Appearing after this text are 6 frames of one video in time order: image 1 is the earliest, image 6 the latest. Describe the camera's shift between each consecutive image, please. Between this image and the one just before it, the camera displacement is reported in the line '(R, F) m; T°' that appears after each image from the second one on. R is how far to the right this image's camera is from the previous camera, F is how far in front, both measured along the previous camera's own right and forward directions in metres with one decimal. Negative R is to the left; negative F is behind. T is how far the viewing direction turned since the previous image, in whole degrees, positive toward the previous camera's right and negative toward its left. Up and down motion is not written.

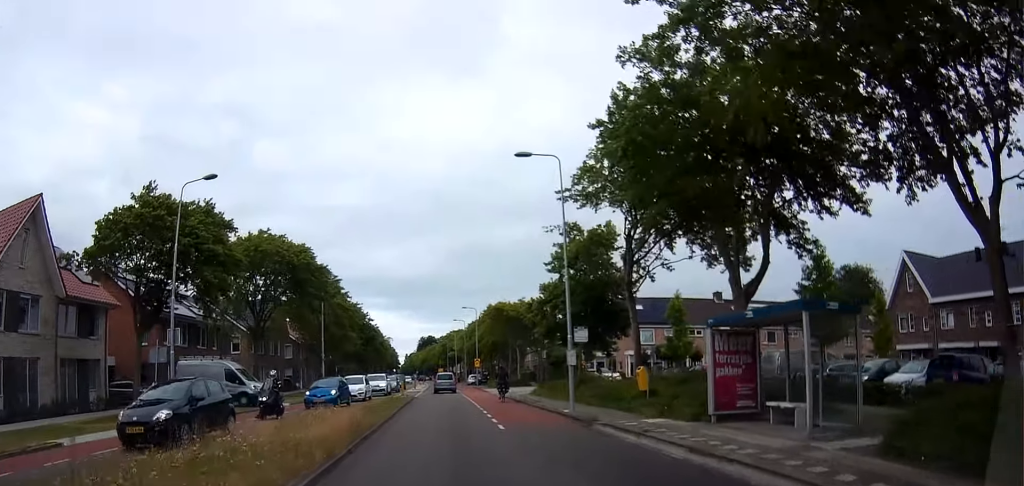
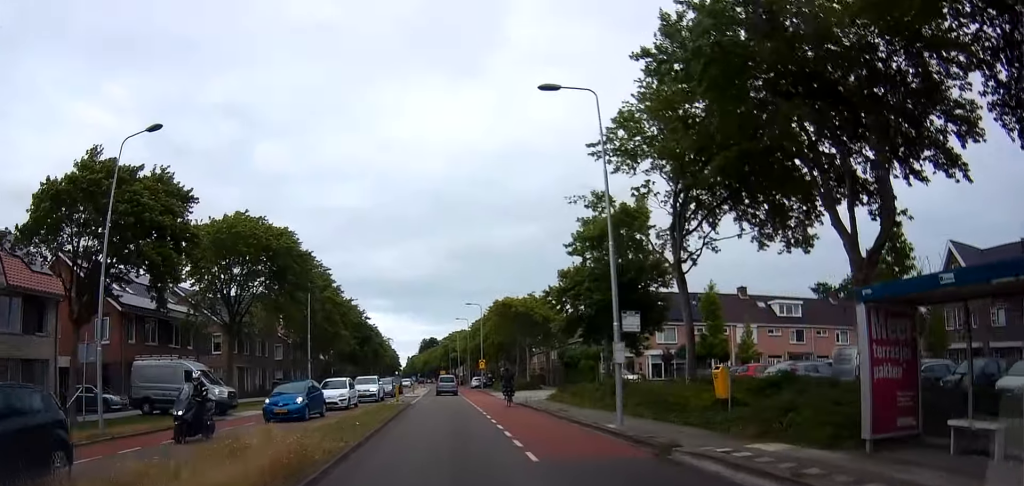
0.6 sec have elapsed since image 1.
(0.0, +5.3) m; 0°
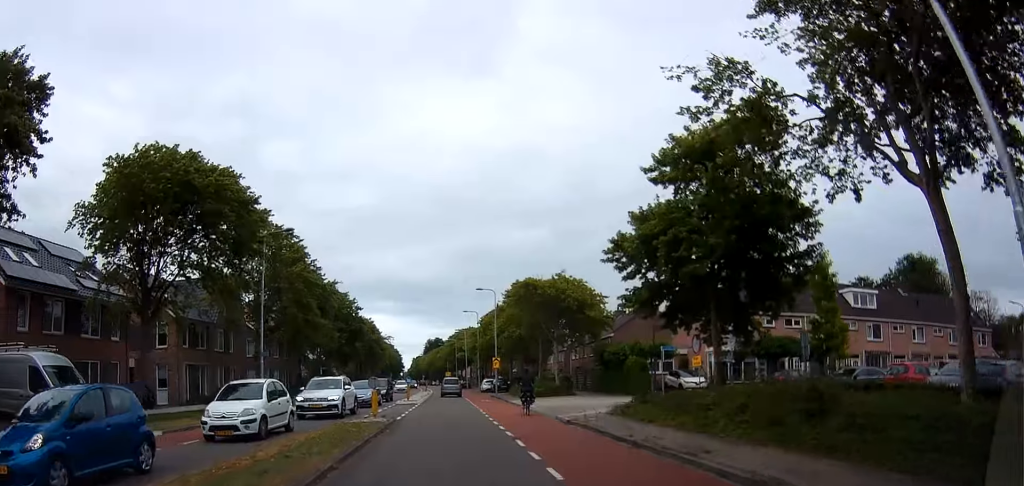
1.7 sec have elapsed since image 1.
(-0.1, +11.3) m; 0°
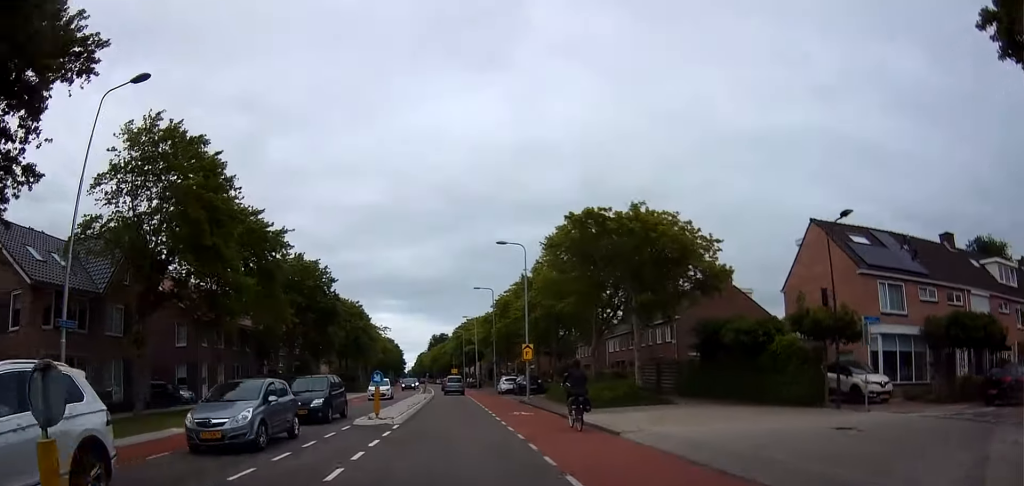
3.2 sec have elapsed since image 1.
(+0.4, +16.3) m; -1°
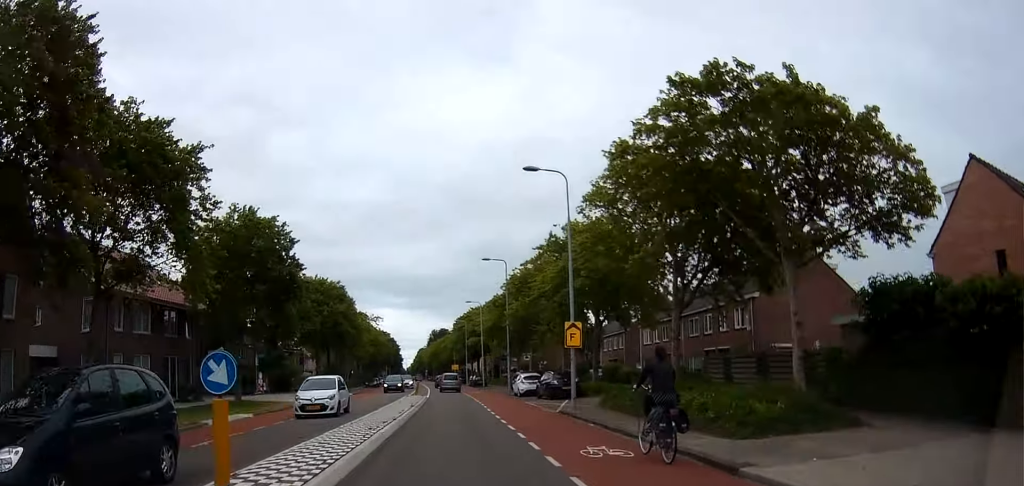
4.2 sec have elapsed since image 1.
(-0.6, +11.9) m; 0°
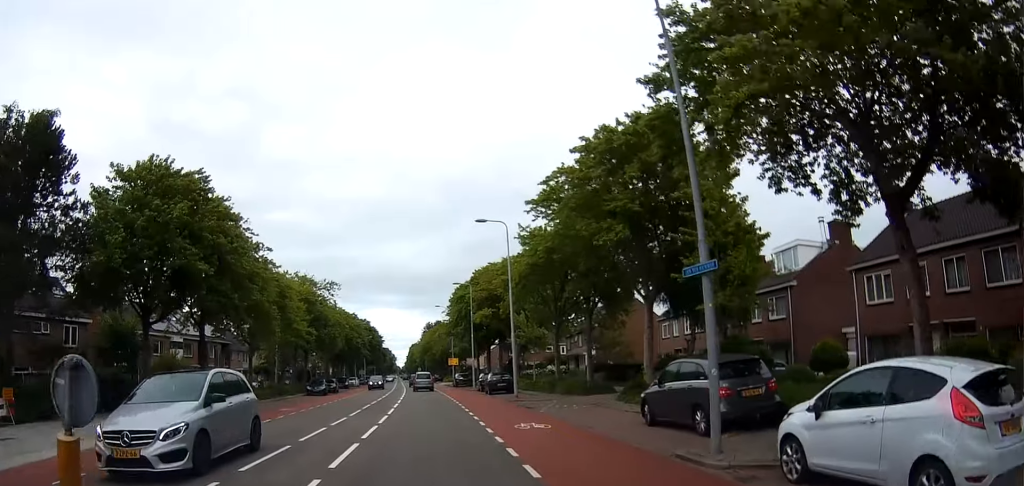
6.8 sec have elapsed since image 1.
(+0.1, +32.7) m; 0°
